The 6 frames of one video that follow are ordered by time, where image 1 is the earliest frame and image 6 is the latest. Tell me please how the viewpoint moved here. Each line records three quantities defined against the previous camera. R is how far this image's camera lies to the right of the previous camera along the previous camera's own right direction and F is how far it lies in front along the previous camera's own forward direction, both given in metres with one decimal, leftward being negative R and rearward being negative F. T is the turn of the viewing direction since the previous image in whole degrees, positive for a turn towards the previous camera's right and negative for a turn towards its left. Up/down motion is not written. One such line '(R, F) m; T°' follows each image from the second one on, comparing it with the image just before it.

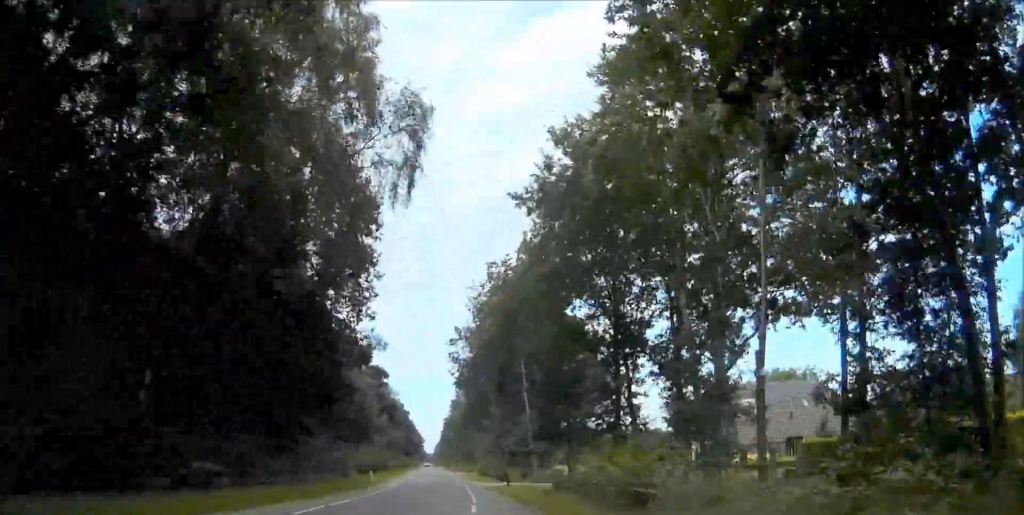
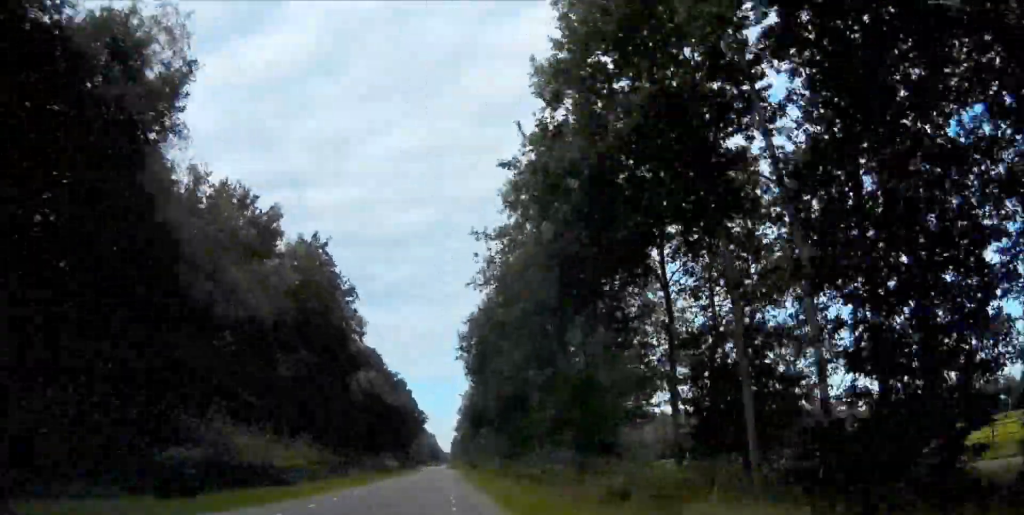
(+0.6, +112.9) m; 0°
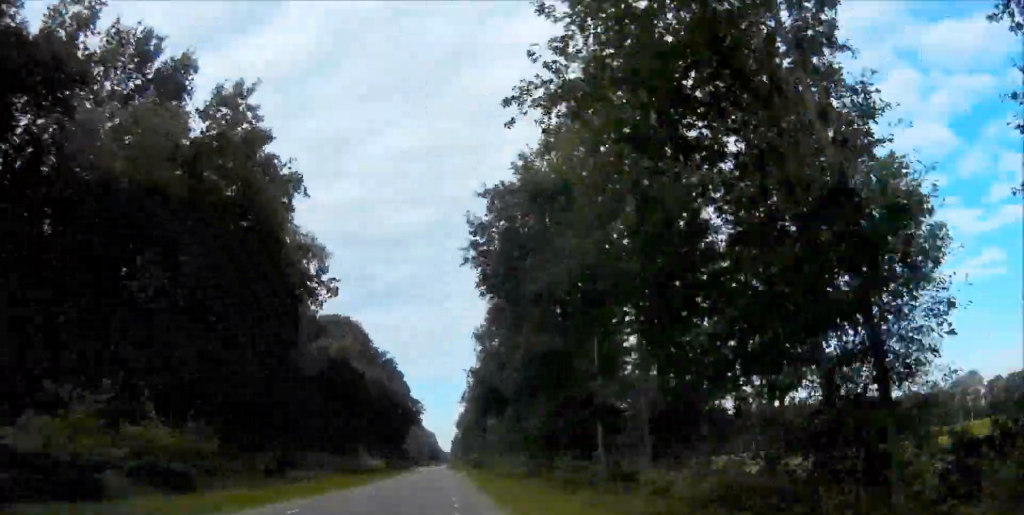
(-0.1, +18.9) m; 0°
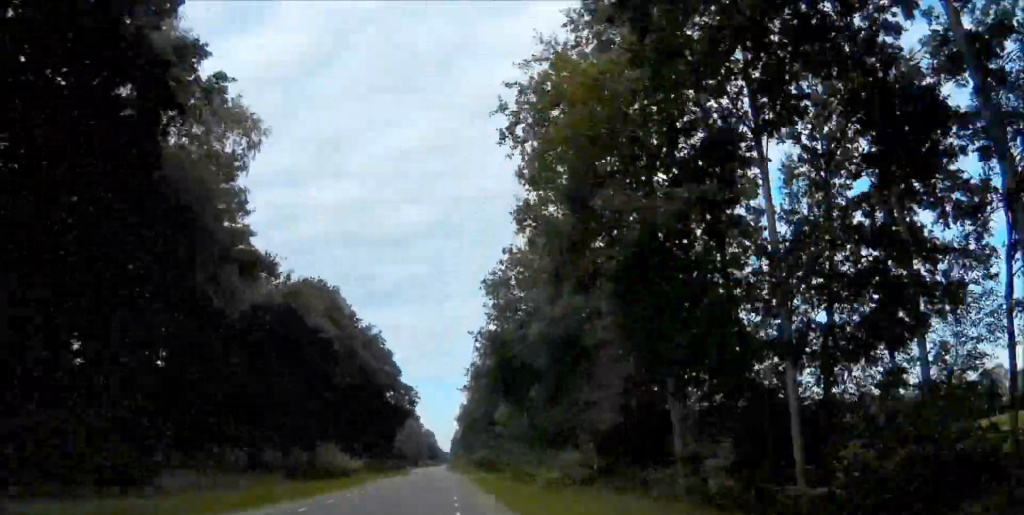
(+0.1, +15.3) m; 0°
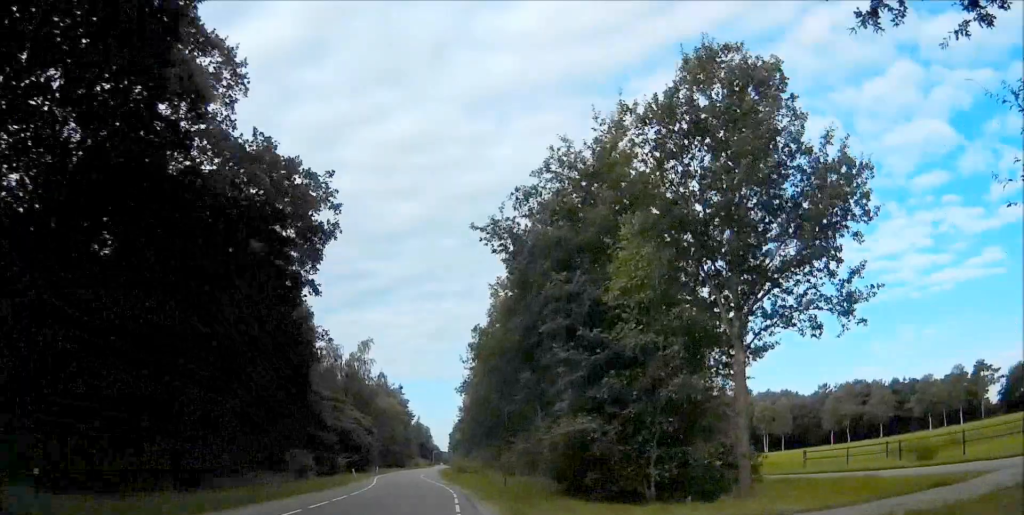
(+0.1, +55.2) m; -1°
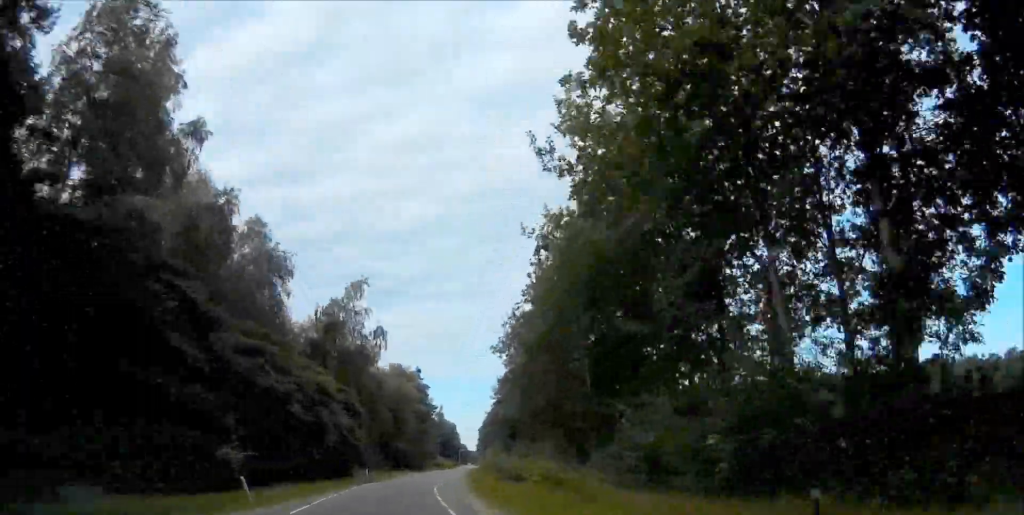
(-0.4, +29.4) m; -1°
